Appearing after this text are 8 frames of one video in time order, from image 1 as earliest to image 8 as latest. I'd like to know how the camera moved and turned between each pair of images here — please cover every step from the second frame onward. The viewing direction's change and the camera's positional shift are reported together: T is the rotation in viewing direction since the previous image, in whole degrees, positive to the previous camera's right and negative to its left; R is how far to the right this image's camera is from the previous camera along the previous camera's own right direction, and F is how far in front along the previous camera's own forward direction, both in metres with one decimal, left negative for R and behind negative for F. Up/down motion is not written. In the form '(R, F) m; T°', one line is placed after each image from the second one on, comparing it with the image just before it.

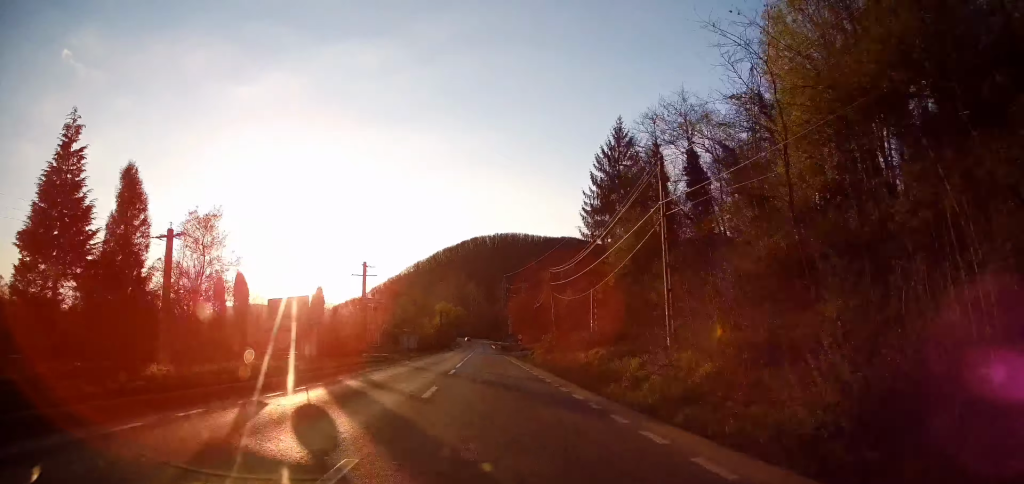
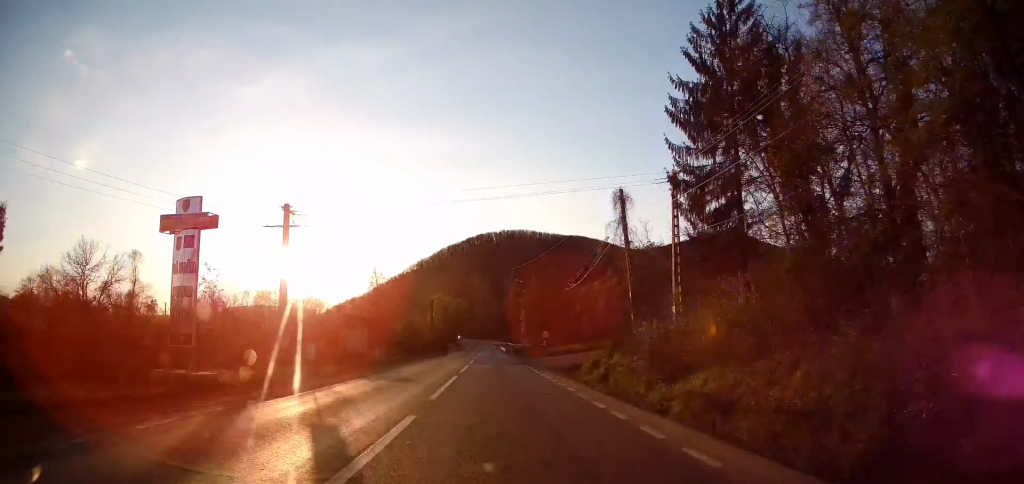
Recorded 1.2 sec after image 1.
(0.0, +27.1) m; 0°
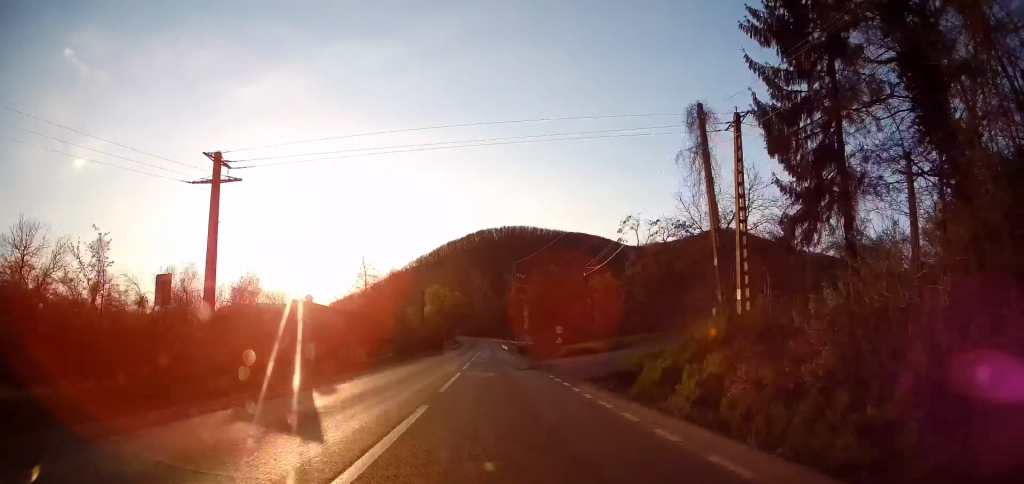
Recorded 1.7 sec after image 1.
(-0.1, +10.4) m; 0°
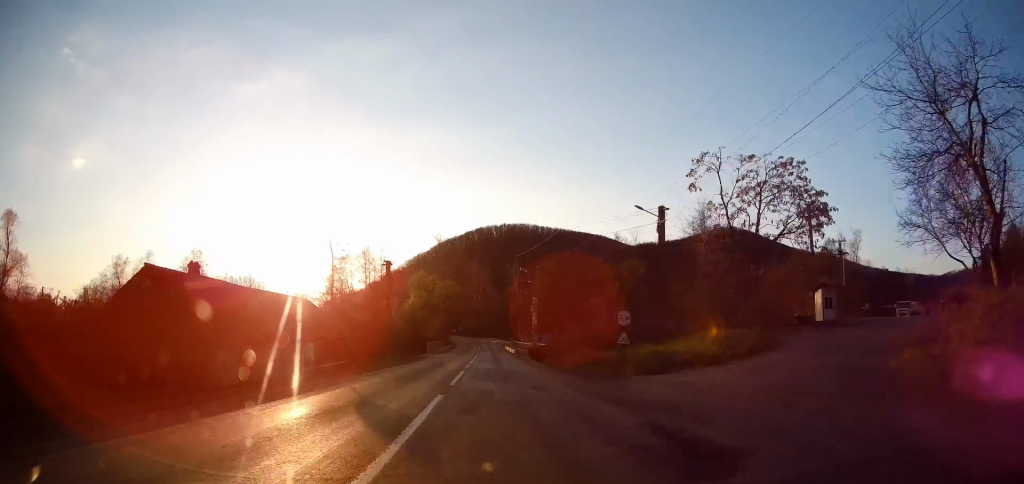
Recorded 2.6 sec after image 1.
(-0.1, +21.4) m; 0°
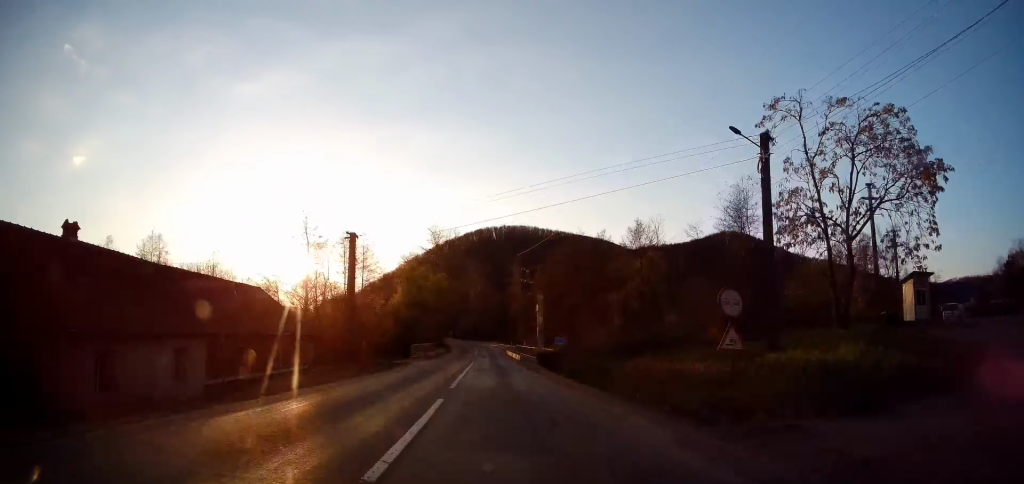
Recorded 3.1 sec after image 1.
(+0.2, +10.9) m; 0°
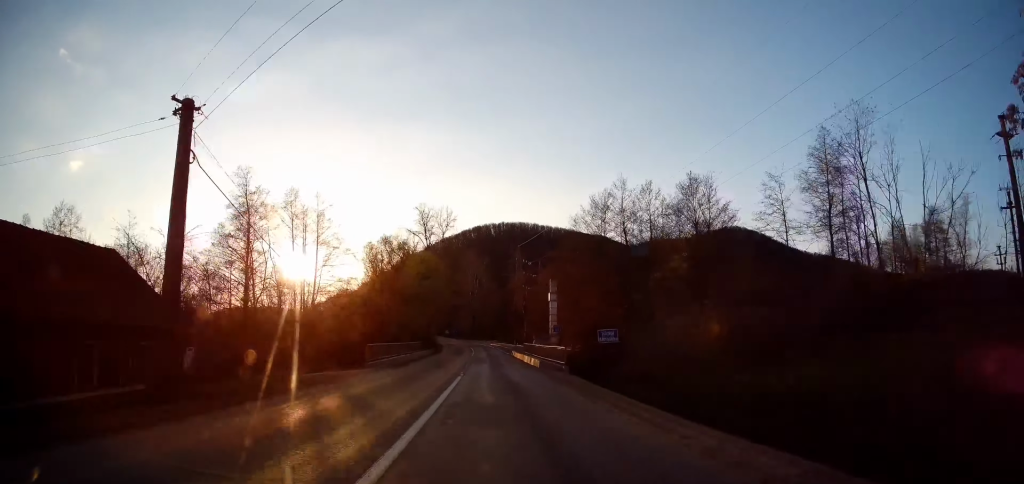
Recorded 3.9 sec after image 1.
(-0.1, +17.4) m; 0°
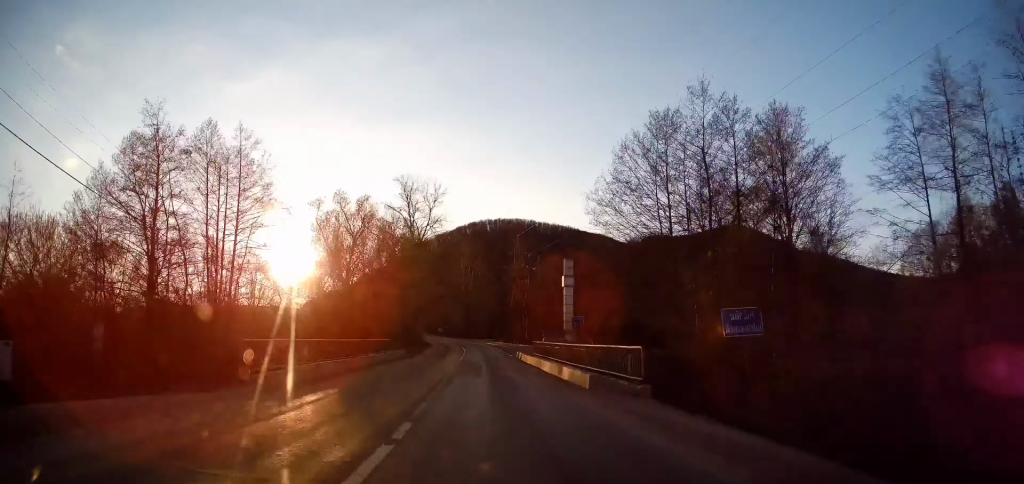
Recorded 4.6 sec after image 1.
(-0.1, +15.1) m; 0°
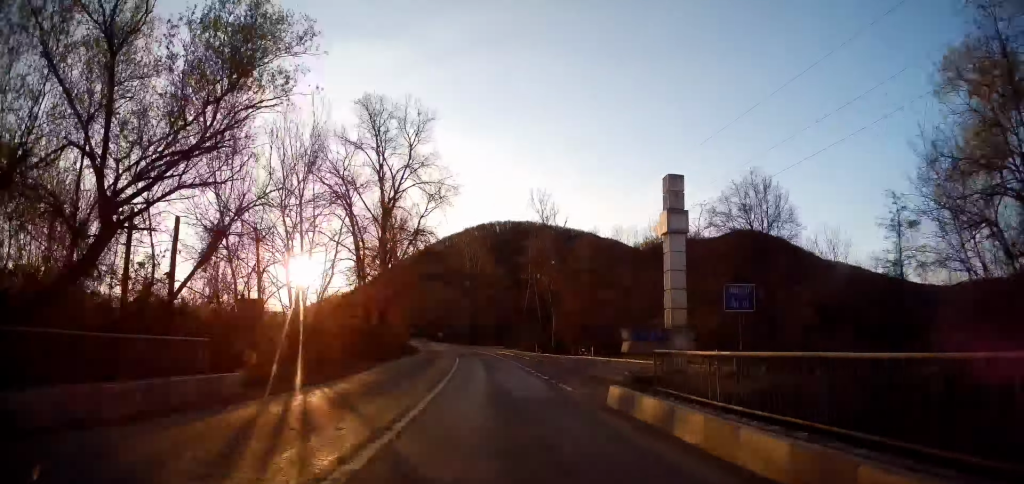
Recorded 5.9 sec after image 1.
(+0.5, +27.8) m; +1°
